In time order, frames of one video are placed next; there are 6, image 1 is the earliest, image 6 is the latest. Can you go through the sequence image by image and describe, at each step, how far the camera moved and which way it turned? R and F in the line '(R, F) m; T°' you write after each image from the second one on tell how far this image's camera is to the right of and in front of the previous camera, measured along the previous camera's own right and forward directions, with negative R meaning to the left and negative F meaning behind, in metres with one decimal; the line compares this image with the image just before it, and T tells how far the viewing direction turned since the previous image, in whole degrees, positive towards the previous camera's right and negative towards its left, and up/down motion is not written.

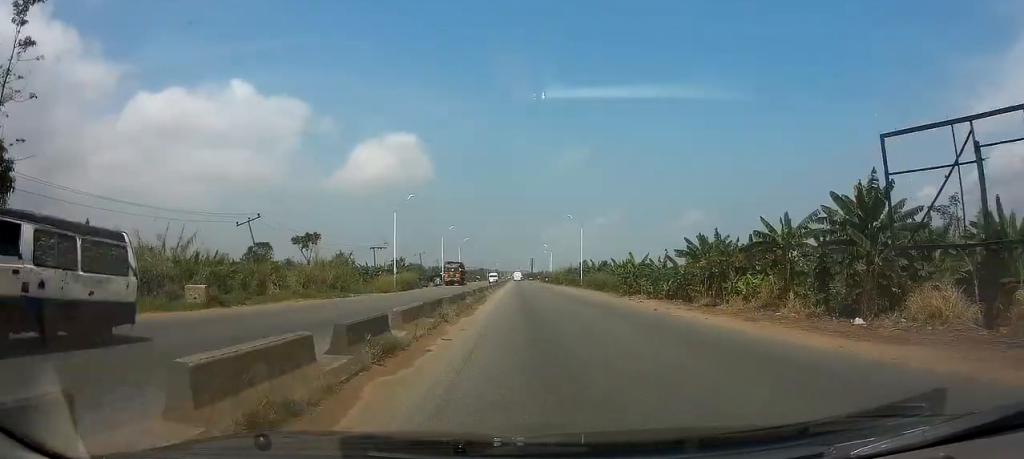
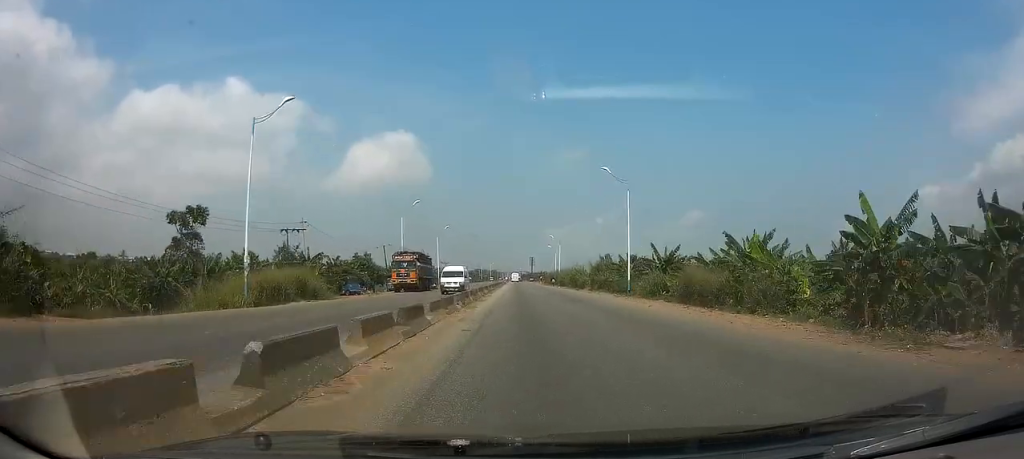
(0.0, +38.4) m; 0°
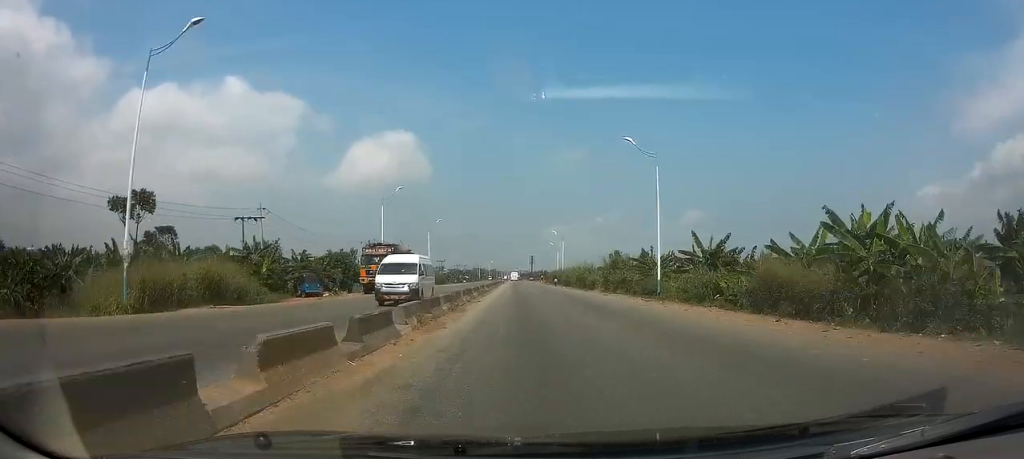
(0.0, +10.7) m; 0°
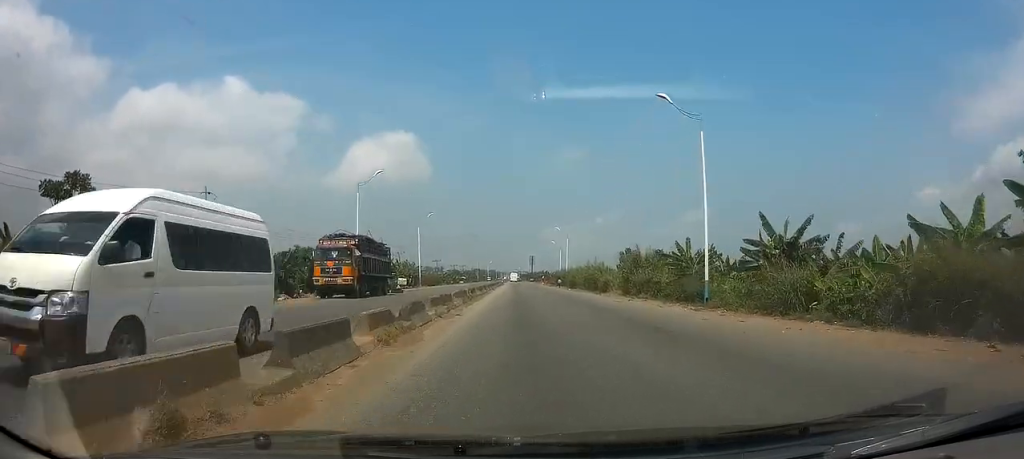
(0.0, +10.6) m; 0°
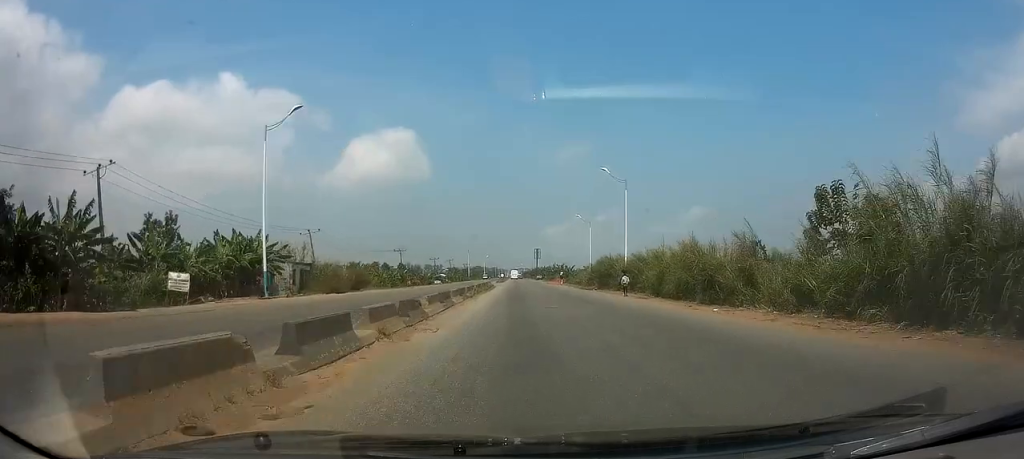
(-0.1, +57.3) m; 0°
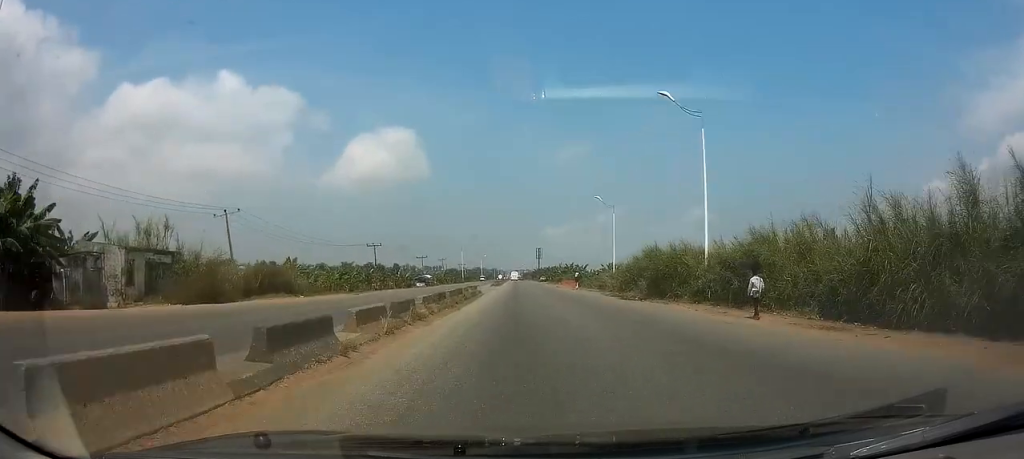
(0.0, +22.5) m; 0°
